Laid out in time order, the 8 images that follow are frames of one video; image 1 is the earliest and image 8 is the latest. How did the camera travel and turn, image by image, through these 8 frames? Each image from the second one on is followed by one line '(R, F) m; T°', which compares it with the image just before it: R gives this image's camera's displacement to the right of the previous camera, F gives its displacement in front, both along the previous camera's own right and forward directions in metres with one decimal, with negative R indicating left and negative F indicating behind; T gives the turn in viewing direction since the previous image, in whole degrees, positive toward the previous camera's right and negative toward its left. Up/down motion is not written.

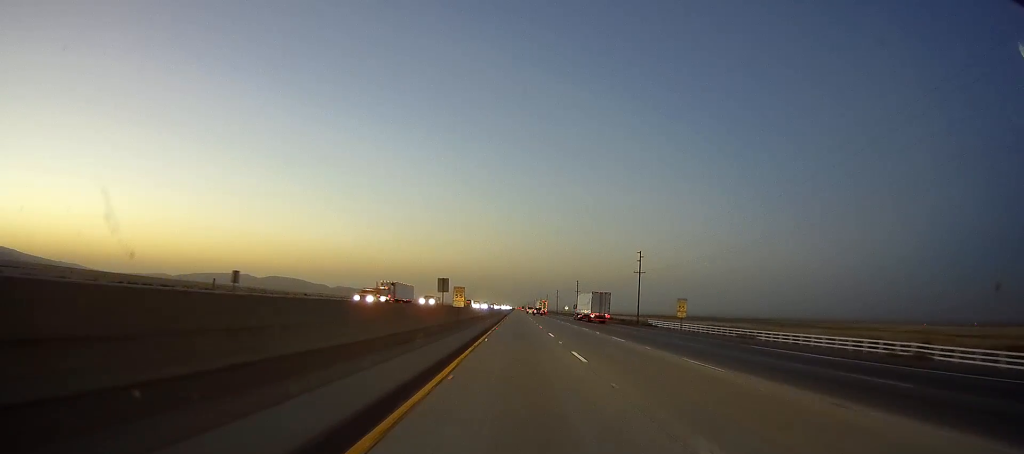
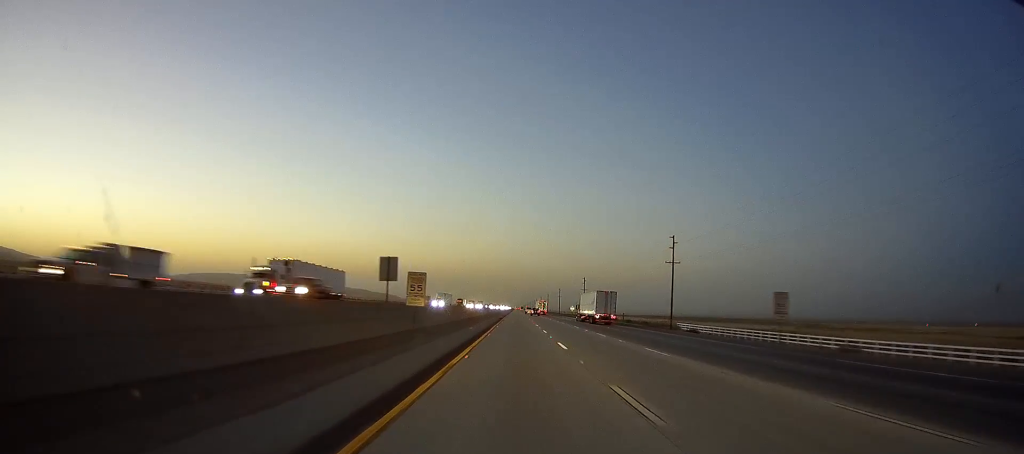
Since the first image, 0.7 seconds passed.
(+0.3, +23.8) m; 0°
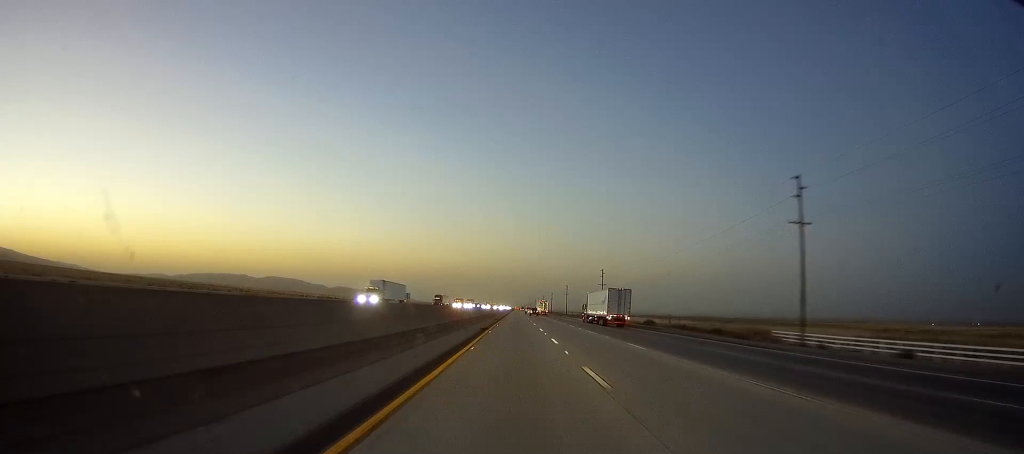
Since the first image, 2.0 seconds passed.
(-0.3, +40.0) m; 0°
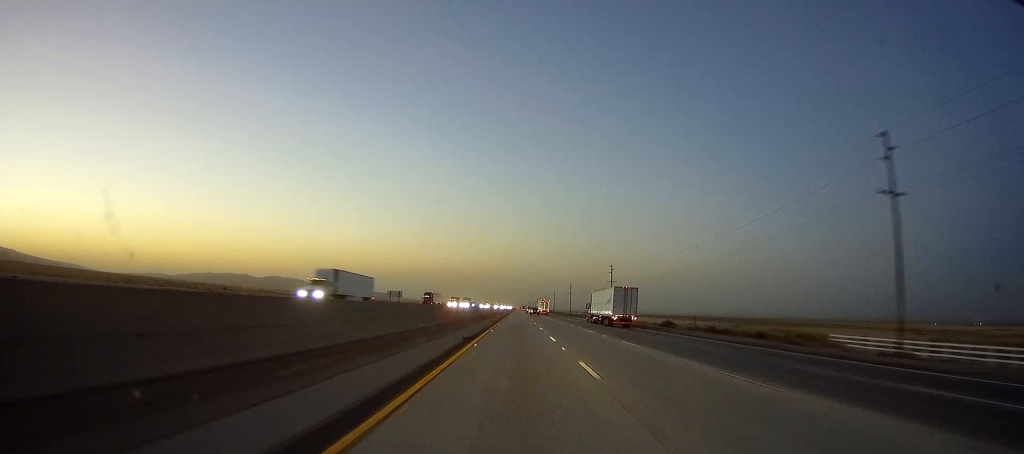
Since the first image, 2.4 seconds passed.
(+0.1, +13.0) m; 0°
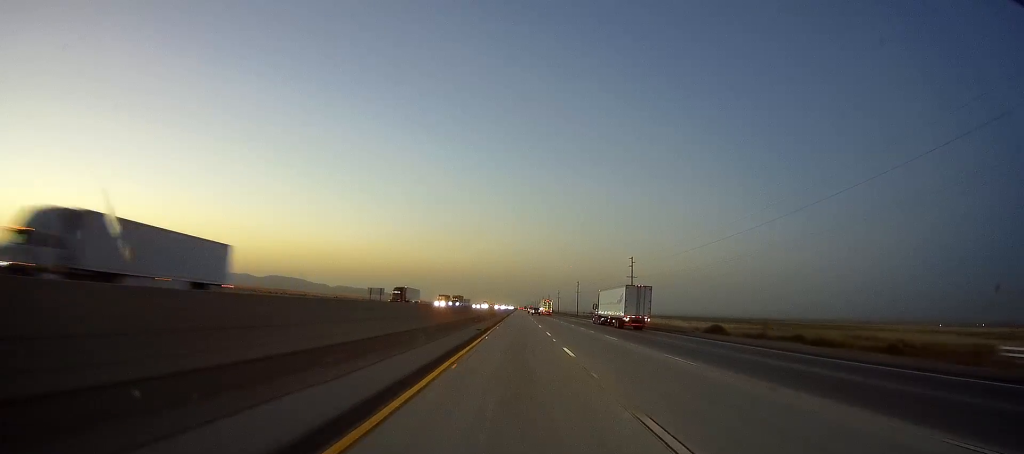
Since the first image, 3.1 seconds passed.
(+0.5, +22.7) m; 0°
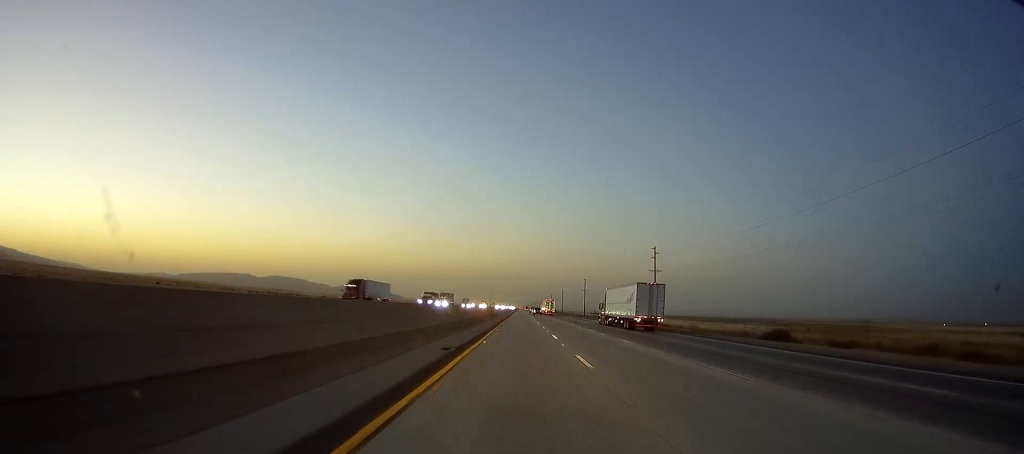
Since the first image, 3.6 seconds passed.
(-0.3, +18.4) m; 0°
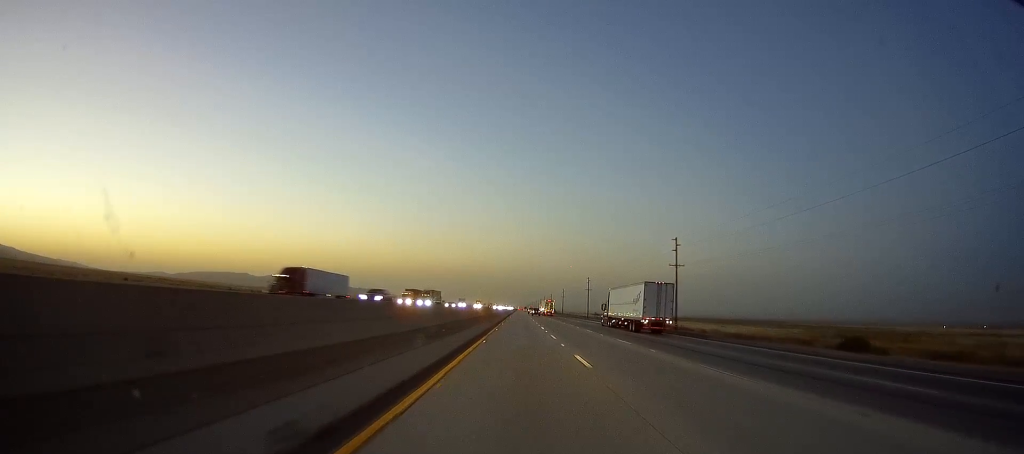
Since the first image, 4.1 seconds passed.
(-0.3, +14.1) m; 0°
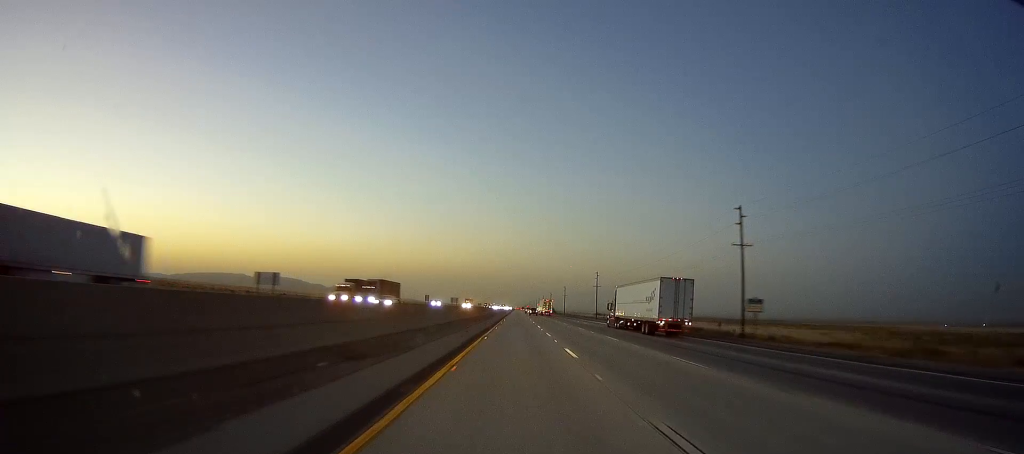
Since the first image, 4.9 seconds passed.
(+0.5, +26.0) m; +1°
